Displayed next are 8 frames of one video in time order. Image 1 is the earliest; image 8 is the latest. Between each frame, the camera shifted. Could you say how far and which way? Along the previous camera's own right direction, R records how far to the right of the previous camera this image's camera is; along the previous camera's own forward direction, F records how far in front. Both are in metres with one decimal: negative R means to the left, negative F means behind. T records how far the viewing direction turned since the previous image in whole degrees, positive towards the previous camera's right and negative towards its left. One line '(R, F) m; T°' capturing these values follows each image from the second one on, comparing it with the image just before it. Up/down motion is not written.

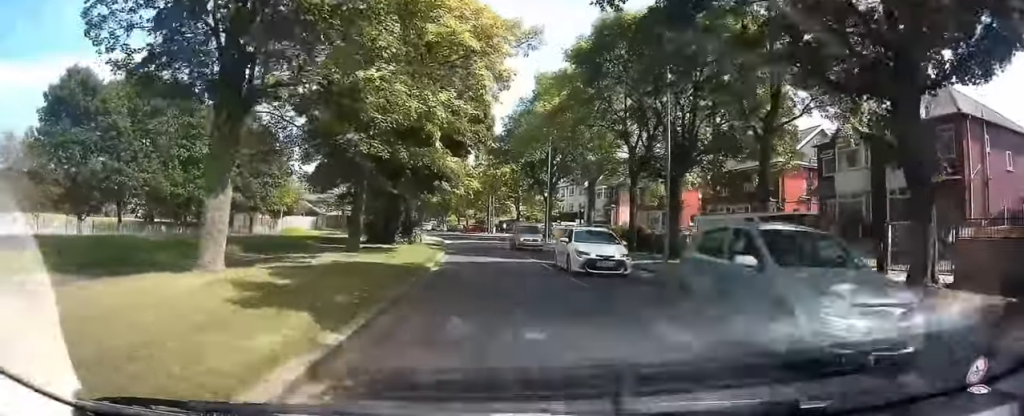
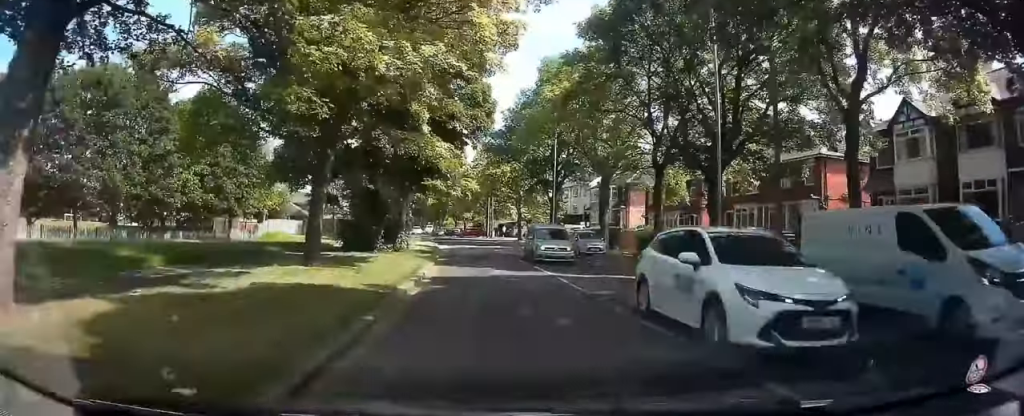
(0.0, +5.6) m; -1°
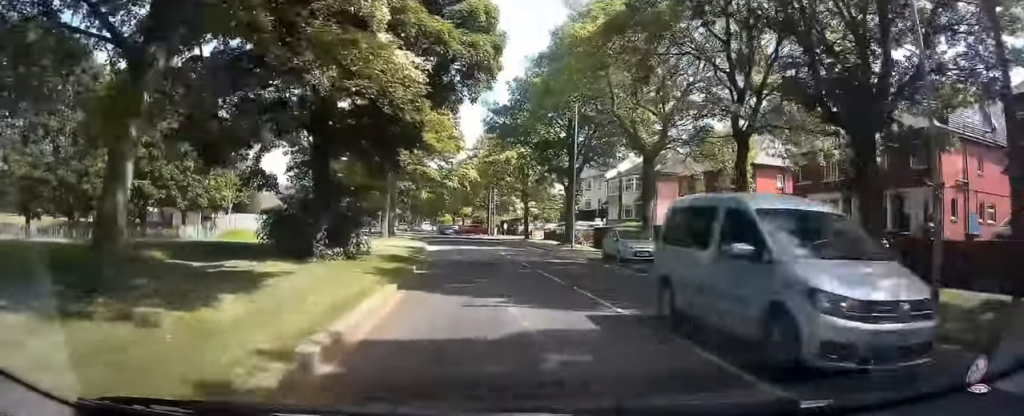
(-0.1, +10.2) m; -2°
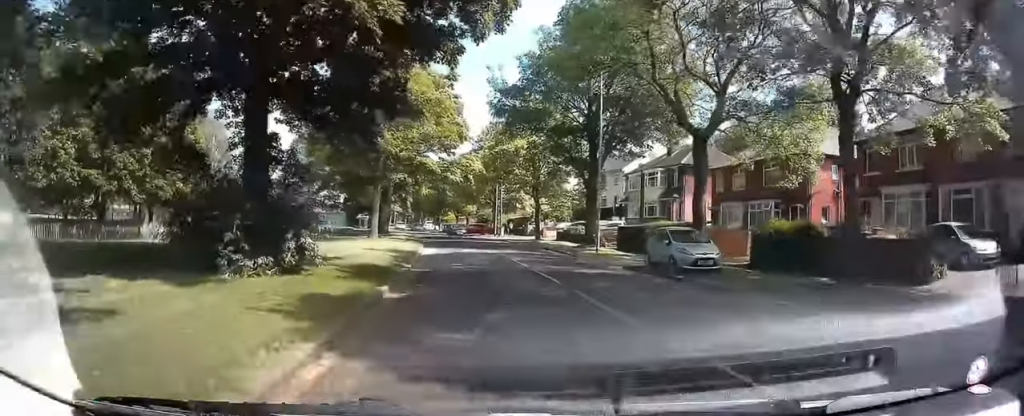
(-0.1, +6.5) m; -1°
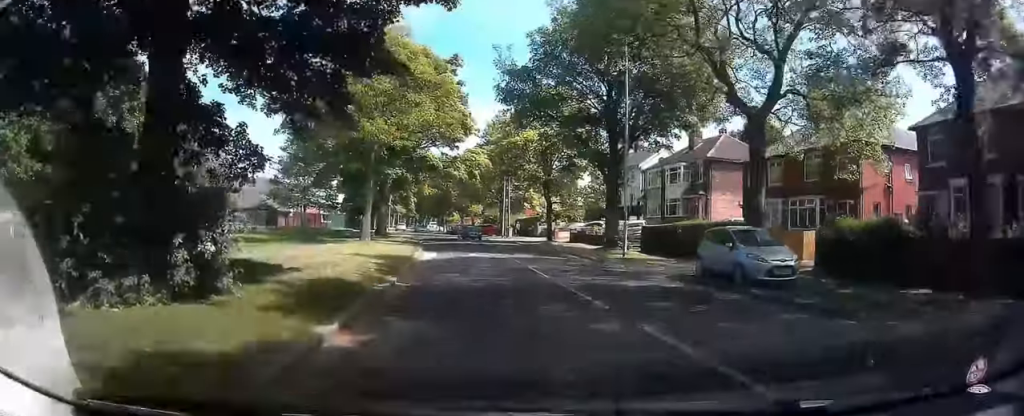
(0.0, +4.6) m; 0°
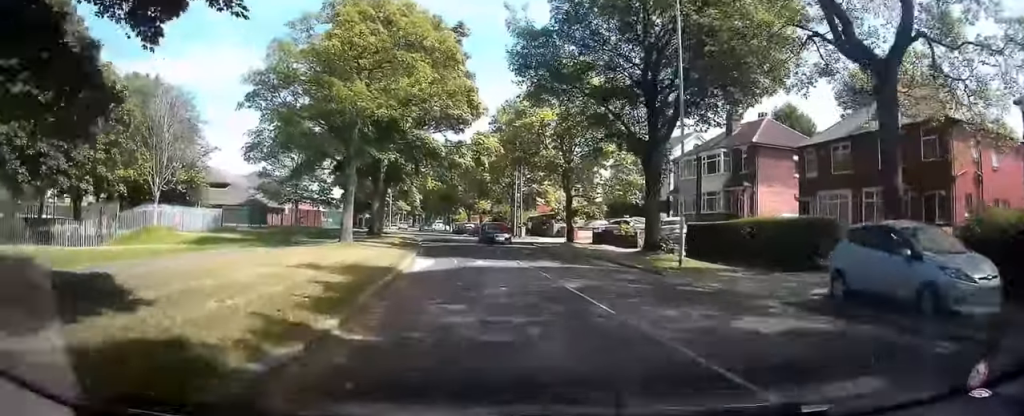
(0.0, +6.6) m; 0°
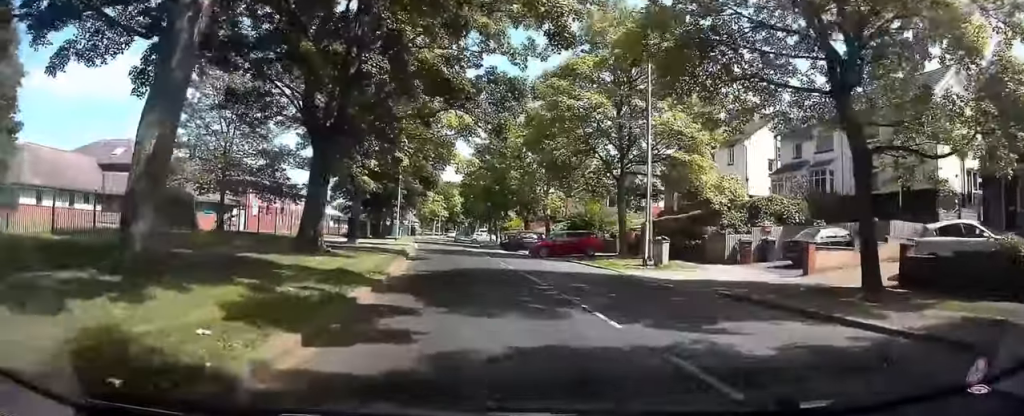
(-1.5, +31.5) m; -5°
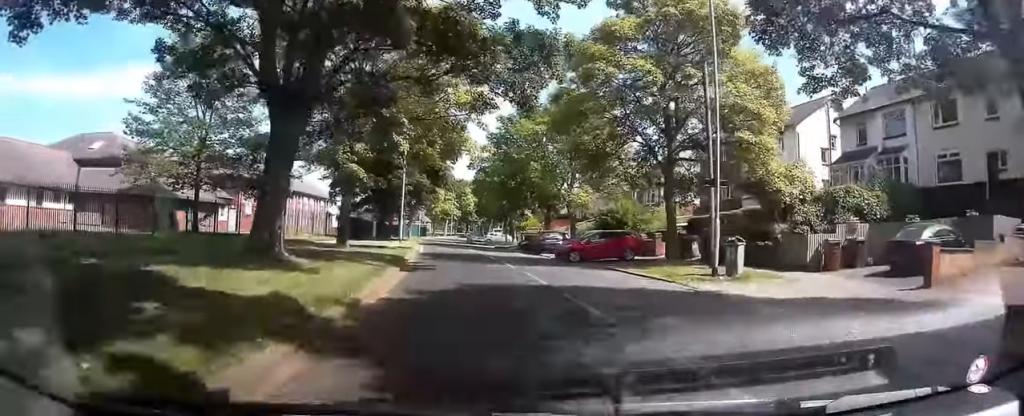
(-0.1, +5.6) m; 0°
